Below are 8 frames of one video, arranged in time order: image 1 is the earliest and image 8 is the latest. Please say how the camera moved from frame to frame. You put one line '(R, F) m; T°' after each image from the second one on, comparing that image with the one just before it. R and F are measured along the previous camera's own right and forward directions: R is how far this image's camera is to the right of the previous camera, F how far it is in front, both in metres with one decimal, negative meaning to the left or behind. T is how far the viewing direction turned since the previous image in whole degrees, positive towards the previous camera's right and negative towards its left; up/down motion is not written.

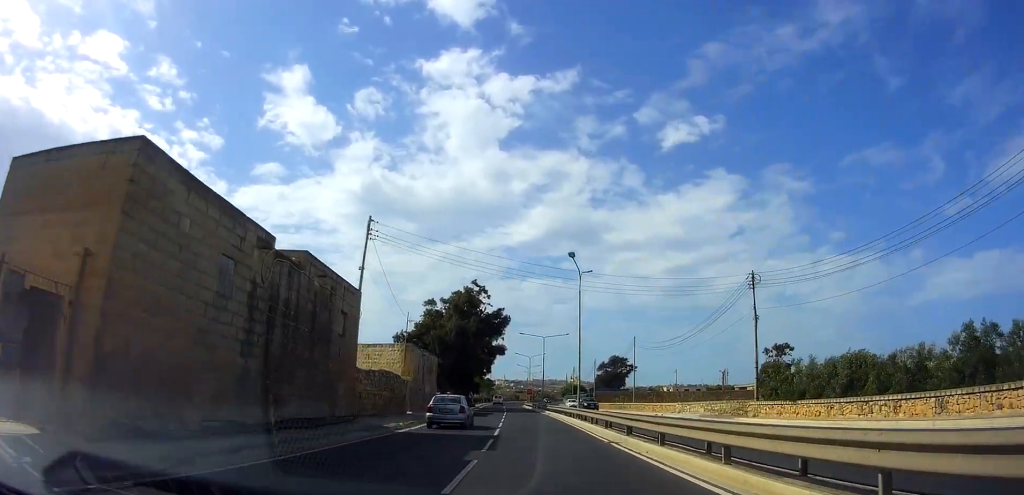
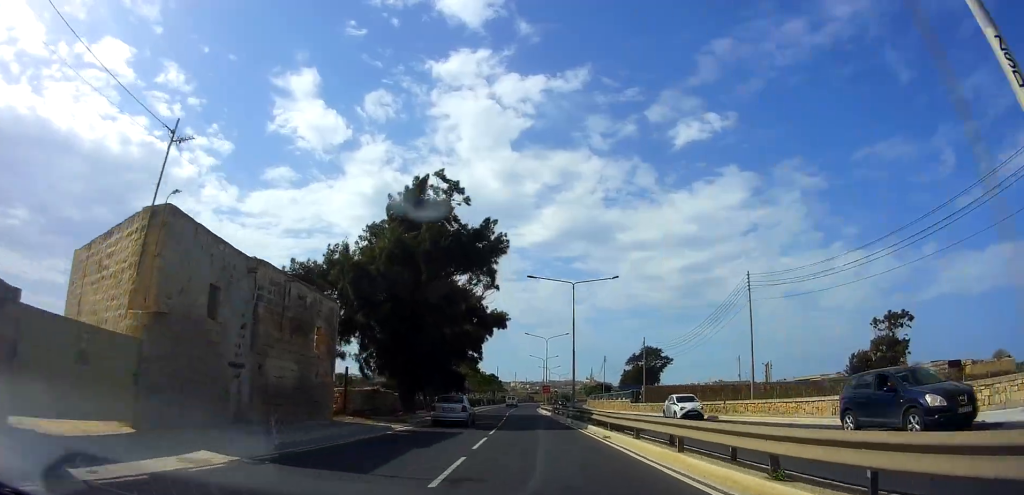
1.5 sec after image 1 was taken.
(-1.3, +29.7) m; -3°
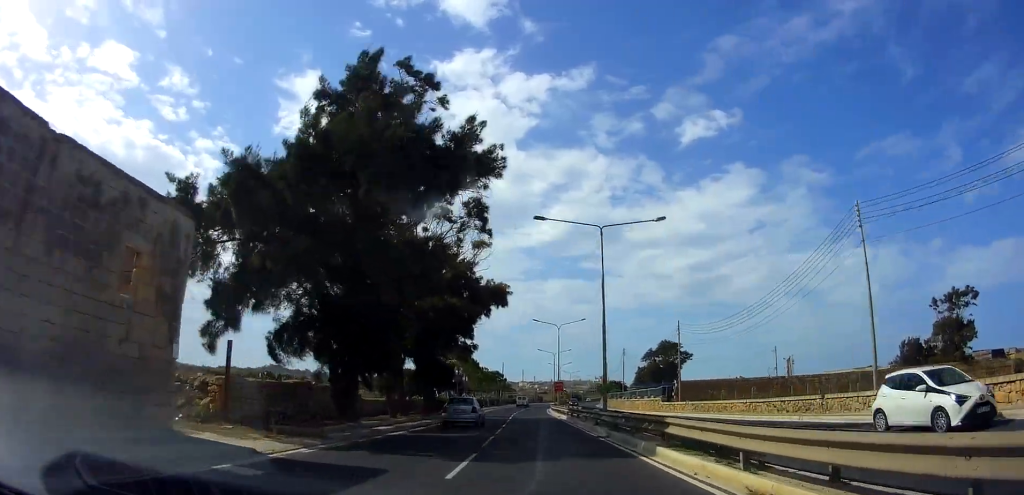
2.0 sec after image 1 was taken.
(0.0, +11.4) m; 0°
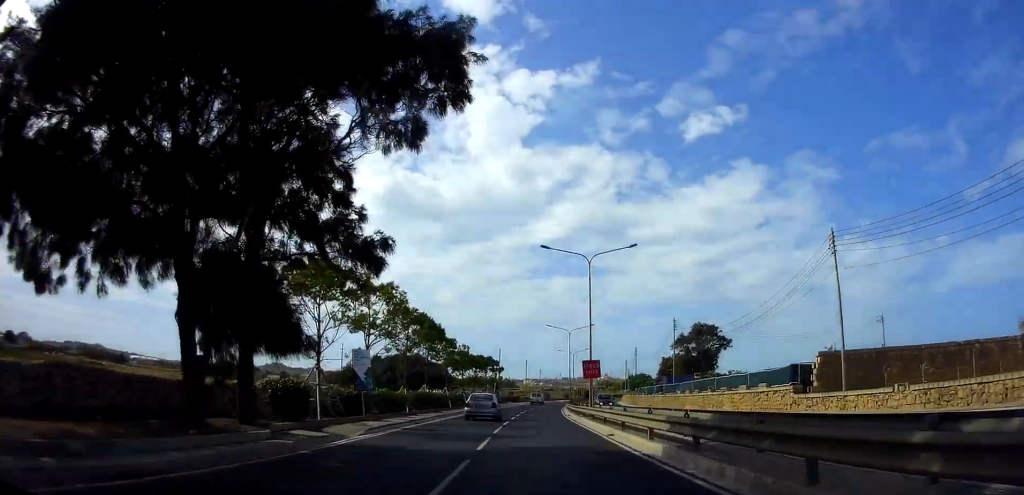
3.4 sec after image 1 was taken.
(-0.6, +26.2) m; -2°
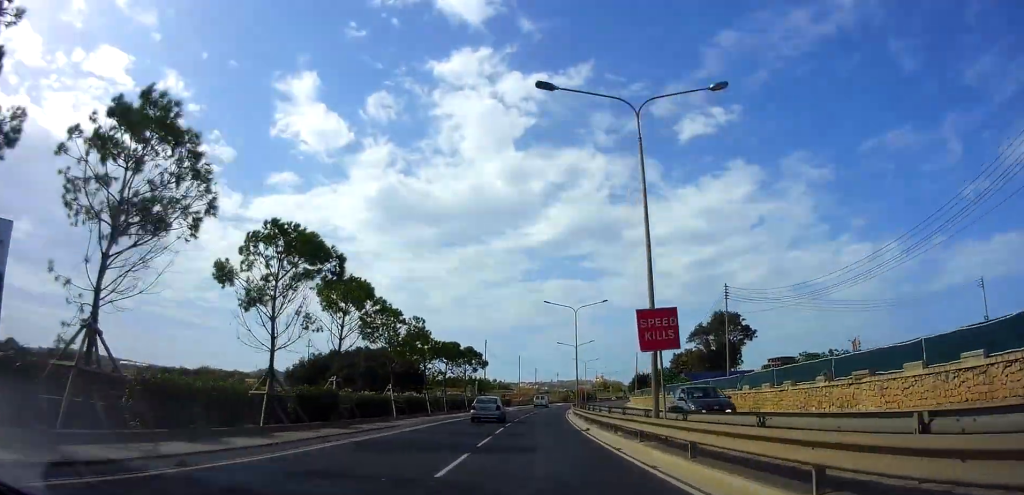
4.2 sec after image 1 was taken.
(-0.3, +16.6) m; +1°
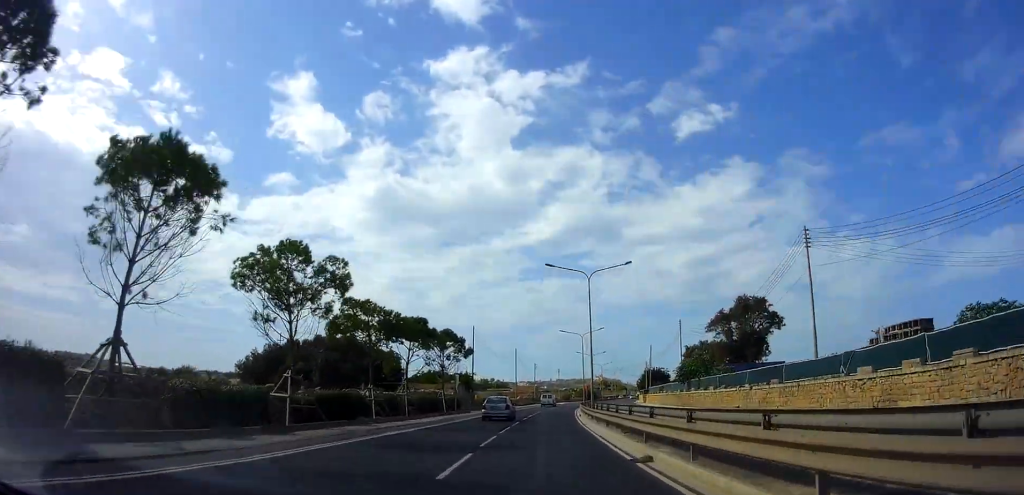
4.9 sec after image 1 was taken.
(+0.5, +12.5) m; +2°
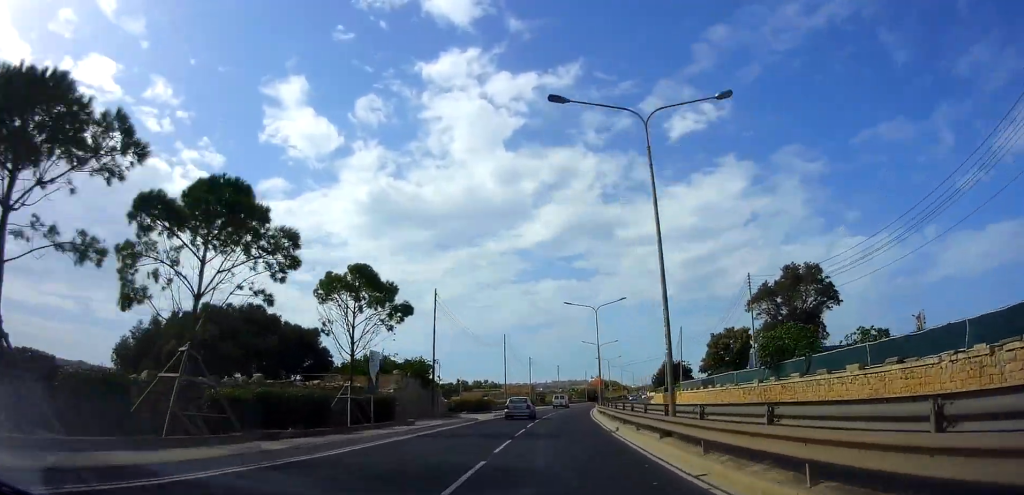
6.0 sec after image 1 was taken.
(+0.1, +19.6) m; 0°
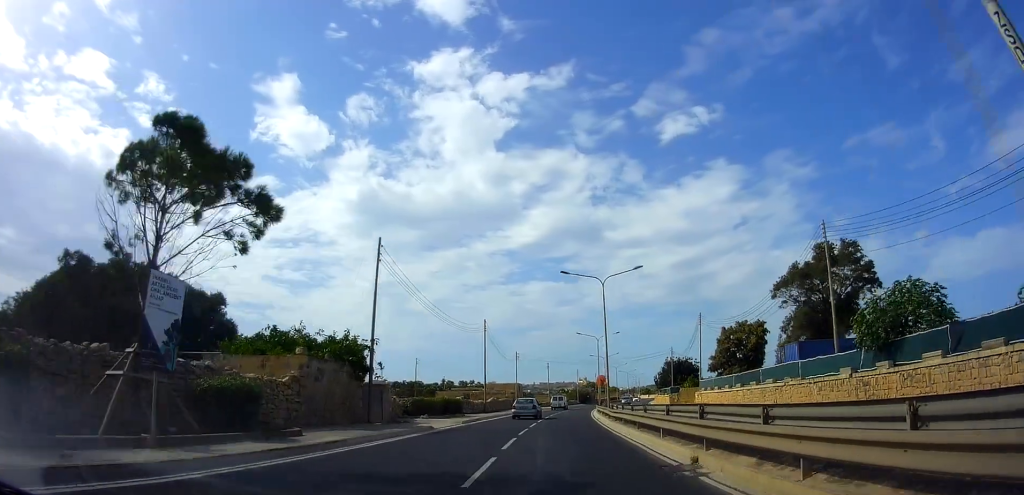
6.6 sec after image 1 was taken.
(0.0, +11.6) m; 0°
